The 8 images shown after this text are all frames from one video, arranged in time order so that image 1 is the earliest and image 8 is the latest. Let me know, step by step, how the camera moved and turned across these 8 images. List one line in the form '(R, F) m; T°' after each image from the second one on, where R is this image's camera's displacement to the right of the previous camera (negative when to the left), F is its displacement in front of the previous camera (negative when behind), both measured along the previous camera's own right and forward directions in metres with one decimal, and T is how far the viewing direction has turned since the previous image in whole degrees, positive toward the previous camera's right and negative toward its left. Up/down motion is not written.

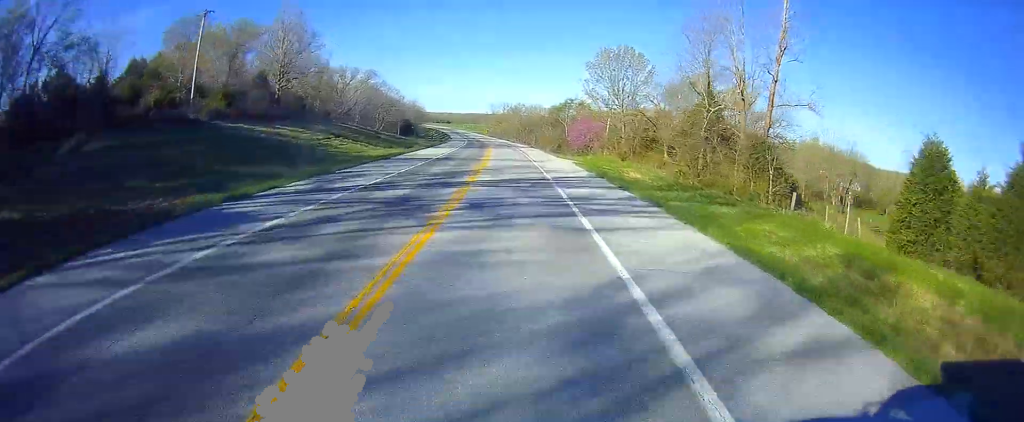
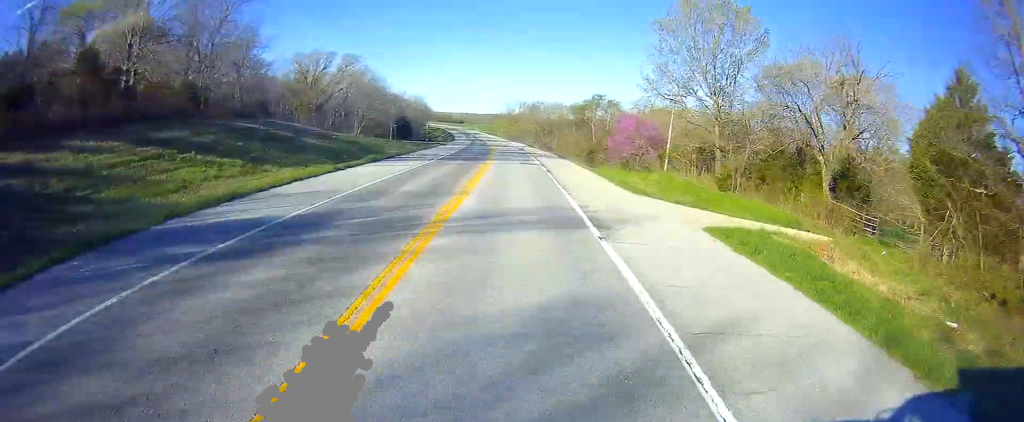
(-0.3, +31.4) m; -1°
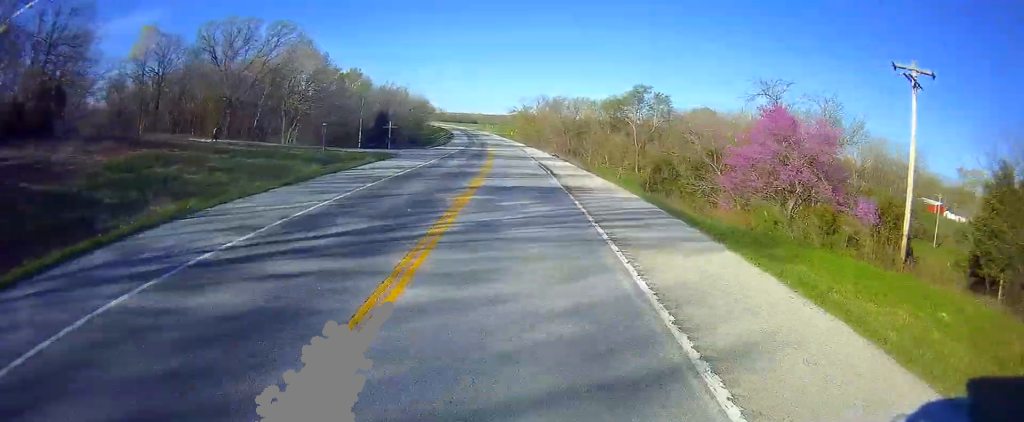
(-0.6, +40.8) m; -2°
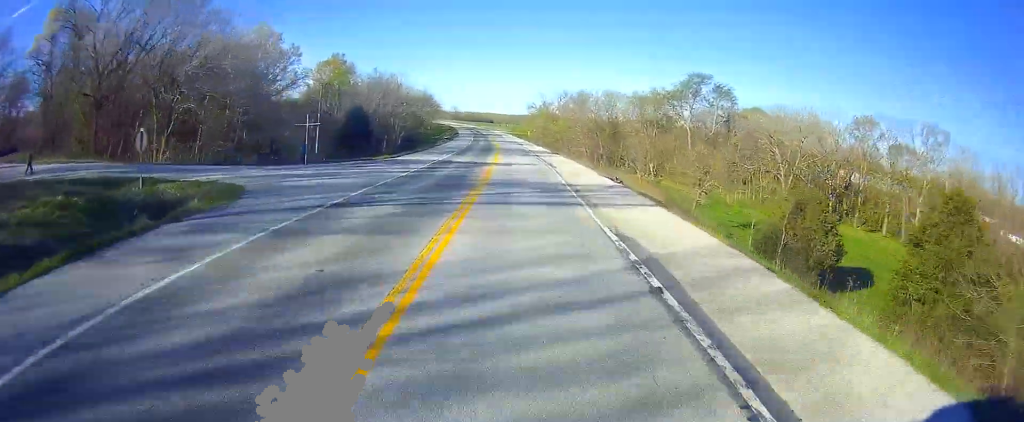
(-0.5, +30.3) m; -1°
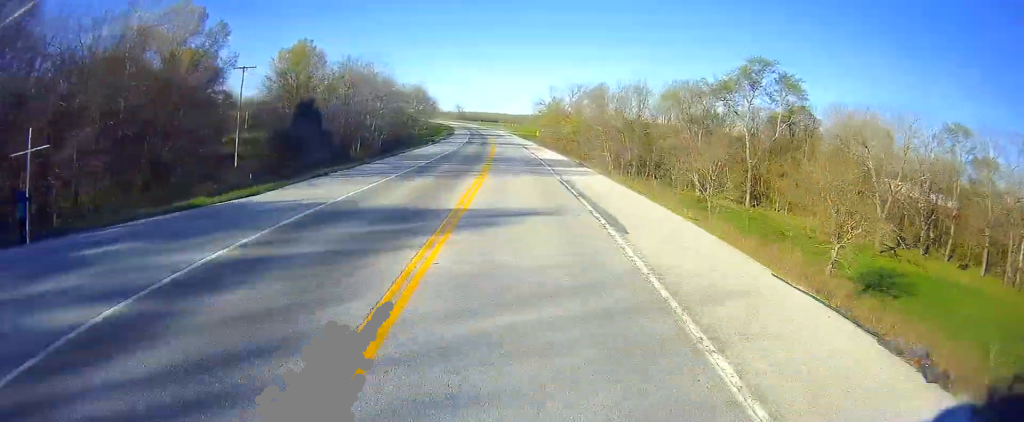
(-0.1, +24.1) m; -1°
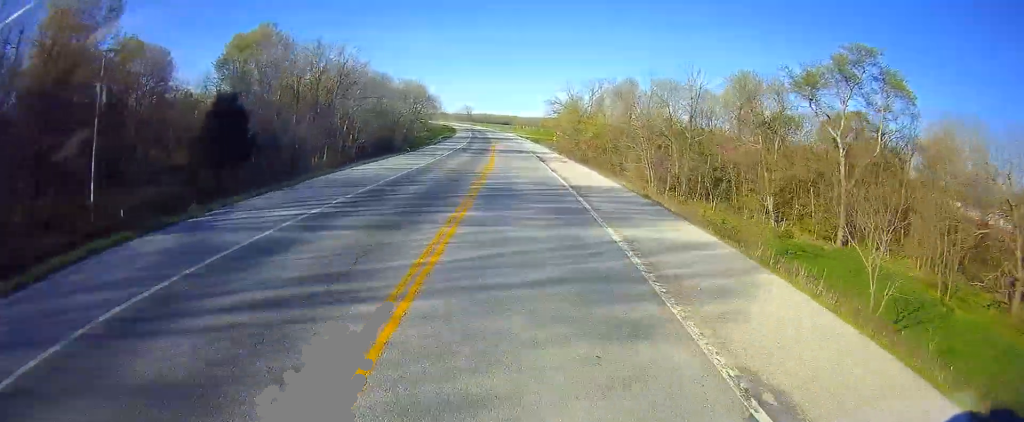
(+0.1, +22.0) m; -1°
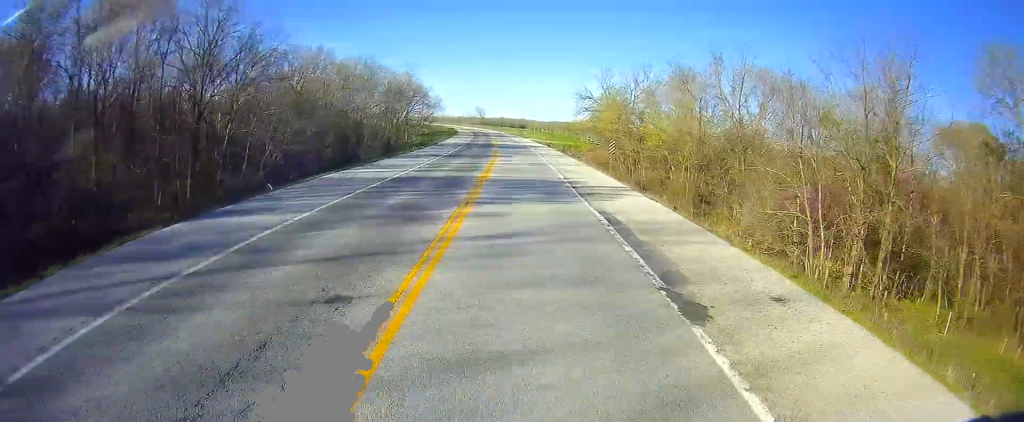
(-0.9, +36.5) m; -3°
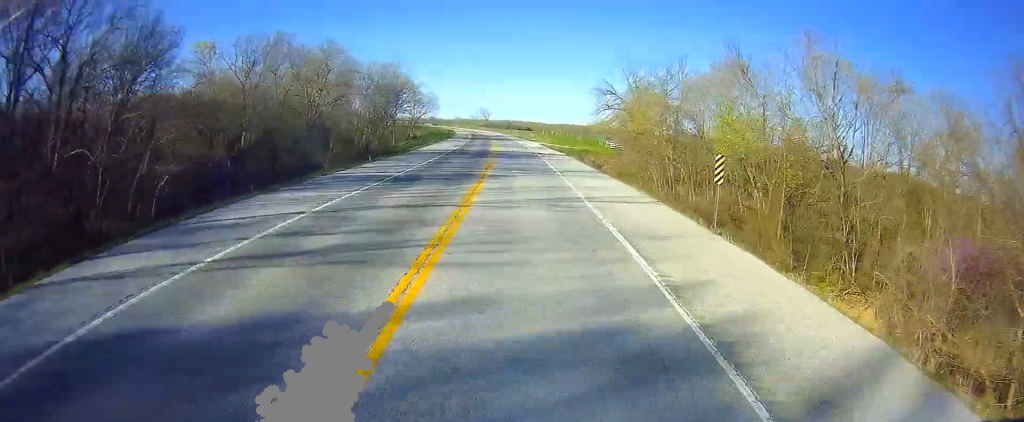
(-0.5, +19.8) m; 0°
